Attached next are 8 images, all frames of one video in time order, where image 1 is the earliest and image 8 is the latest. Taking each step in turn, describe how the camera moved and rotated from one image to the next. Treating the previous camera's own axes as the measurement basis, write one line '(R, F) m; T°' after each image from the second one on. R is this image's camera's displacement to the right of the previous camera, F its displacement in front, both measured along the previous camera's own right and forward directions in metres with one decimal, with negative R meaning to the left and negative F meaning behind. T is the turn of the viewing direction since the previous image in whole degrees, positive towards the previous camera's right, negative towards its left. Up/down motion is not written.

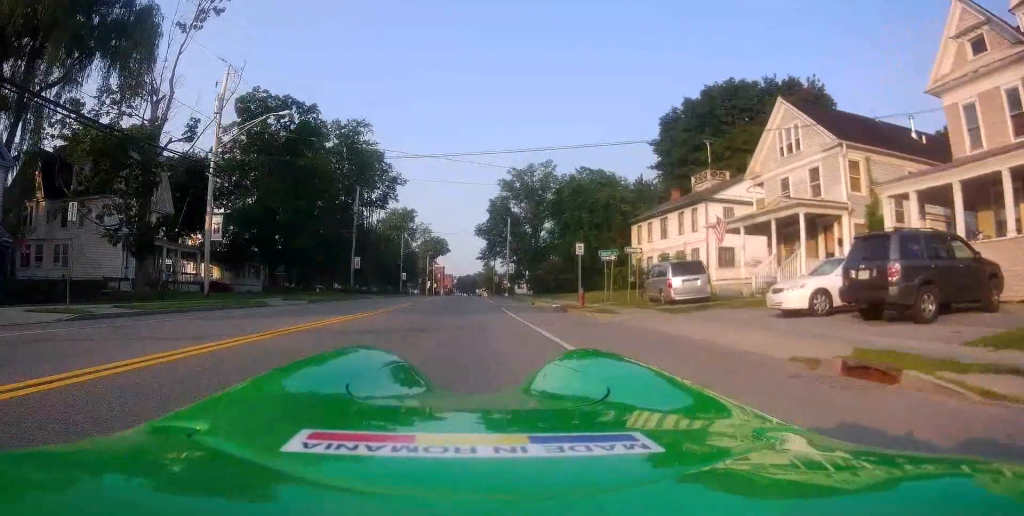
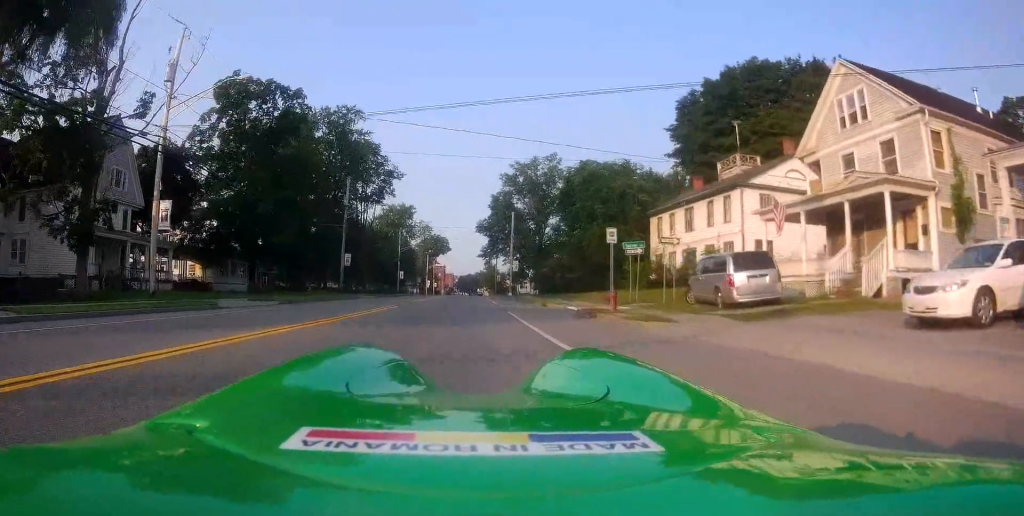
(-0.4, +5.4) m; 0°
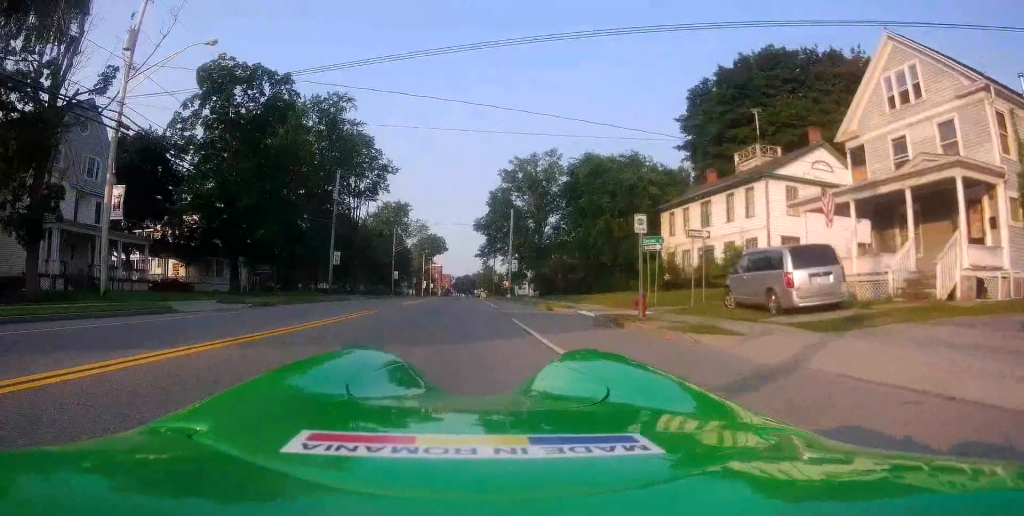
(-0.2, +3.4) m; 0°
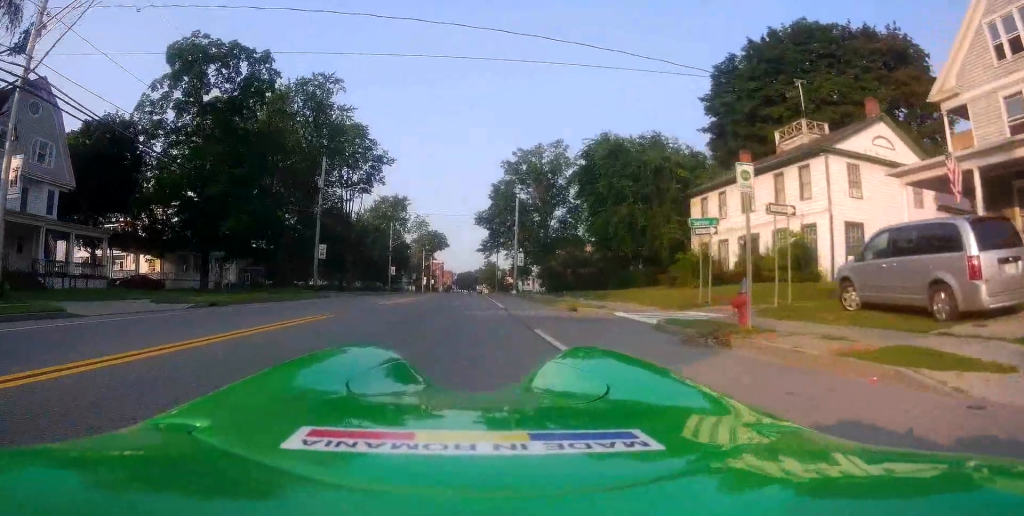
(+0.4, +6.0) m; +3°
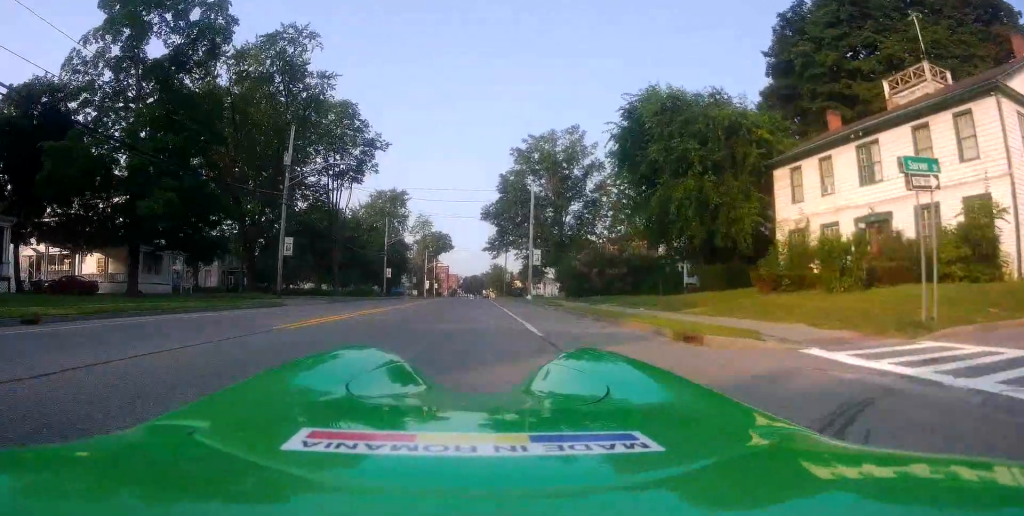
(+0.1, +10.6) m; -1°
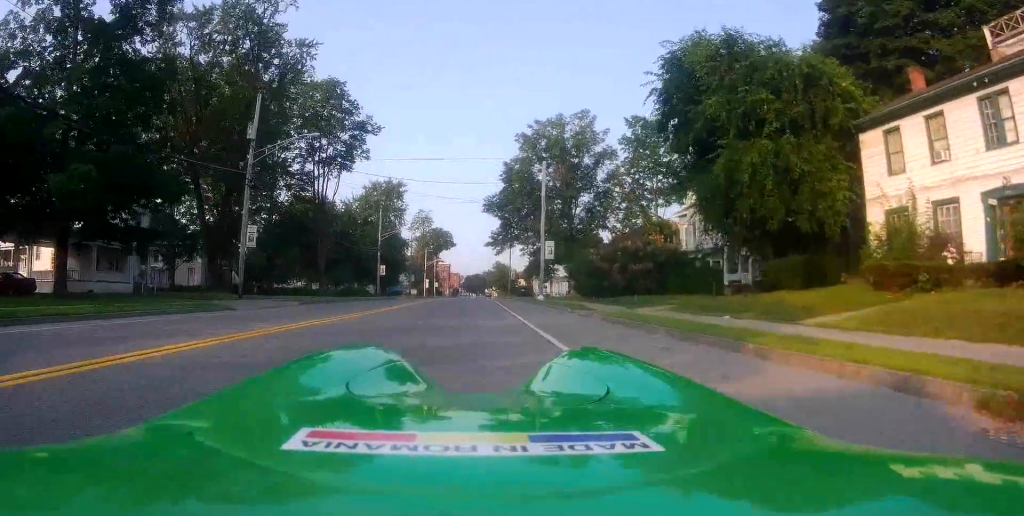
(-0.2, +7.0) m; +2°
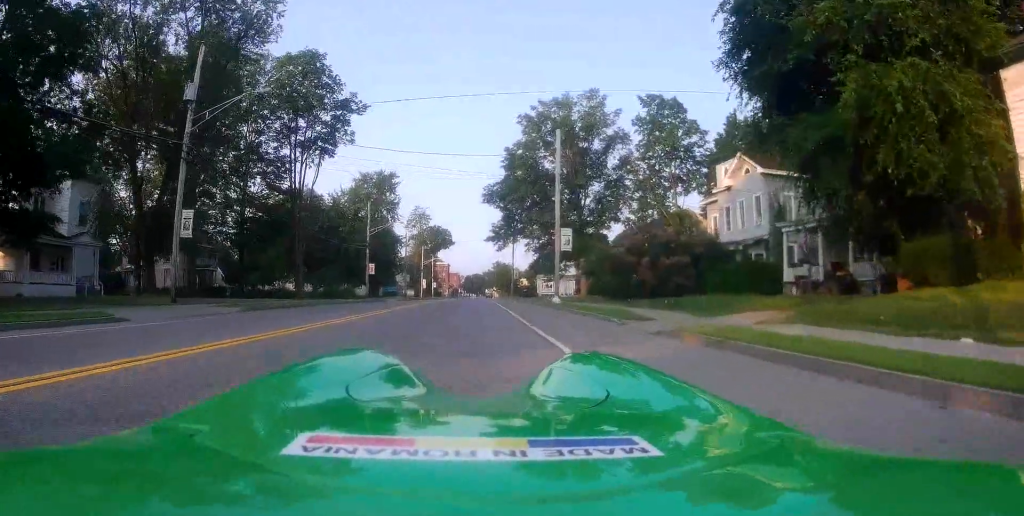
(+0.5, +7.8) m; -2°
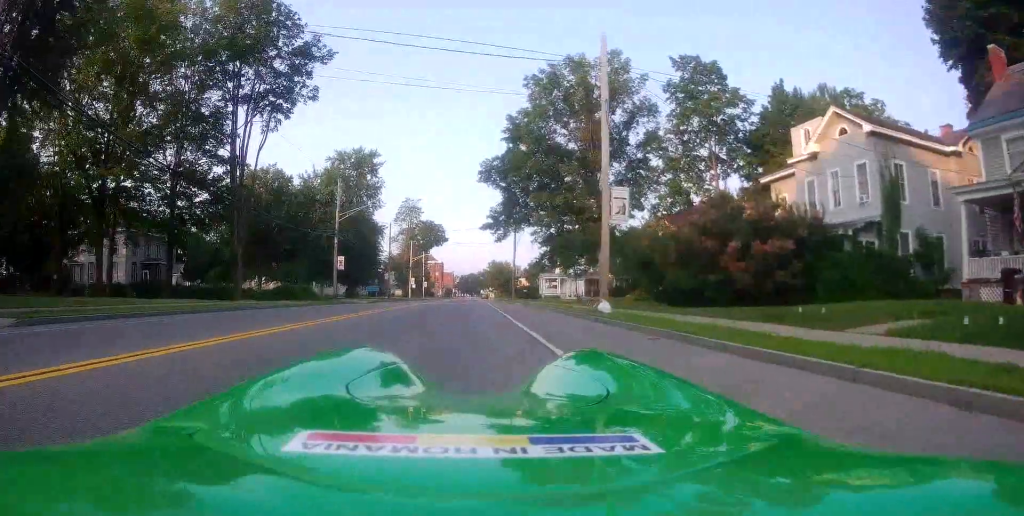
(-0.6, +13.8) m; -1°
